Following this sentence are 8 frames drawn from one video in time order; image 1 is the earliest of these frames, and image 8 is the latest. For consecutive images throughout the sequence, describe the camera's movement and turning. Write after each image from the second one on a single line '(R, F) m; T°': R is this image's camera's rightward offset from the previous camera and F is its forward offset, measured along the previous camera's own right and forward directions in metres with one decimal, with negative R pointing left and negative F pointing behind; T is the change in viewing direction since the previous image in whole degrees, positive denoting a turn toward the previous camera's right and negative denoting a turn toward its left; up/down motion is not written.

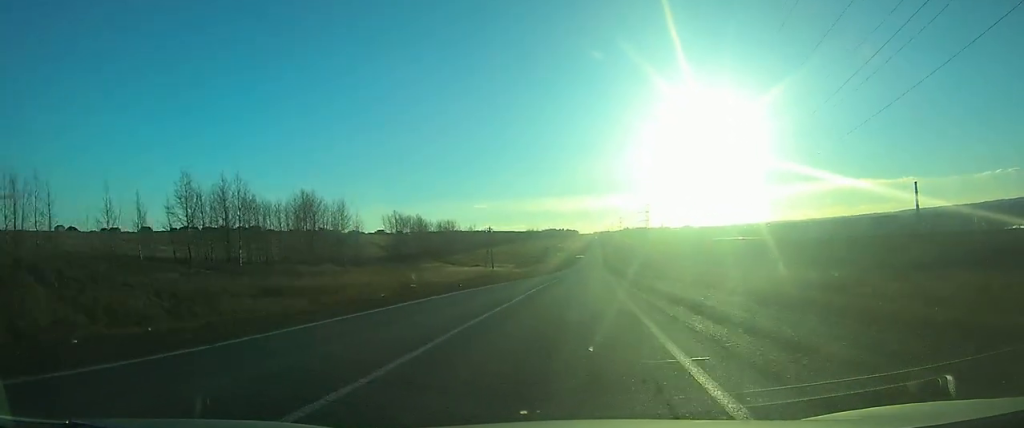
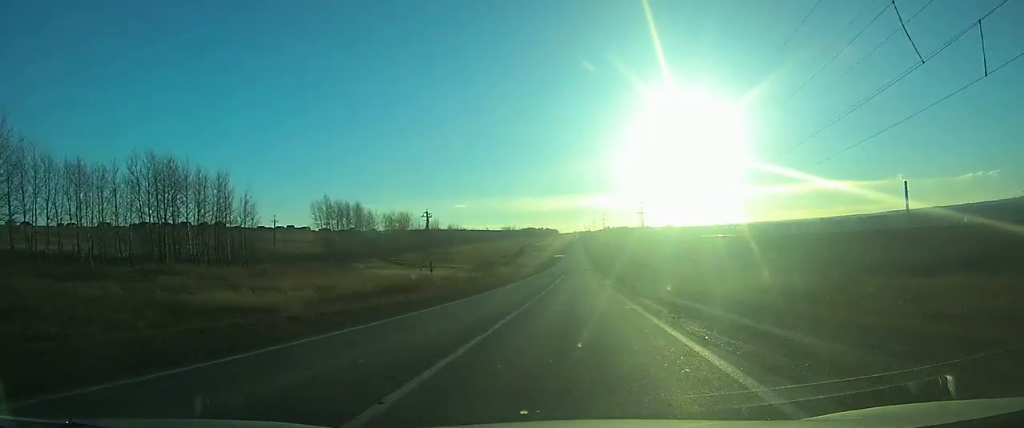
(+0.9, +38.1) m; +2°
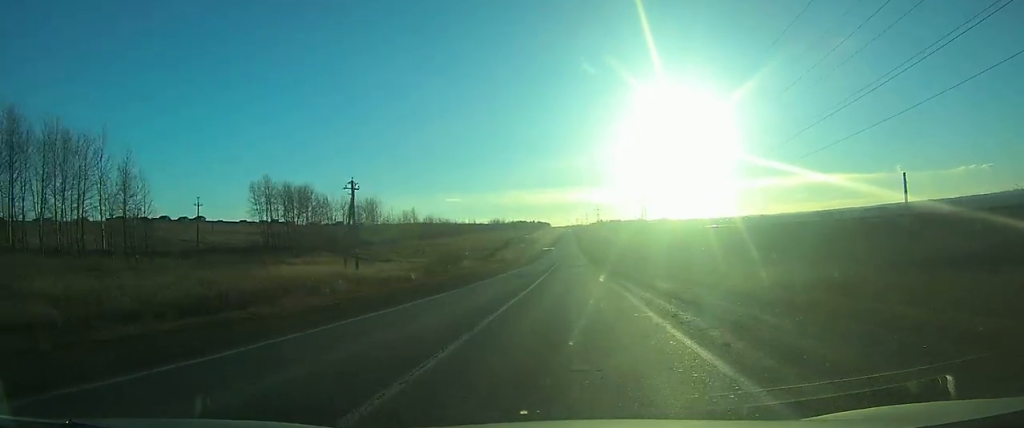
(+0.3, +25.3) m; +1°
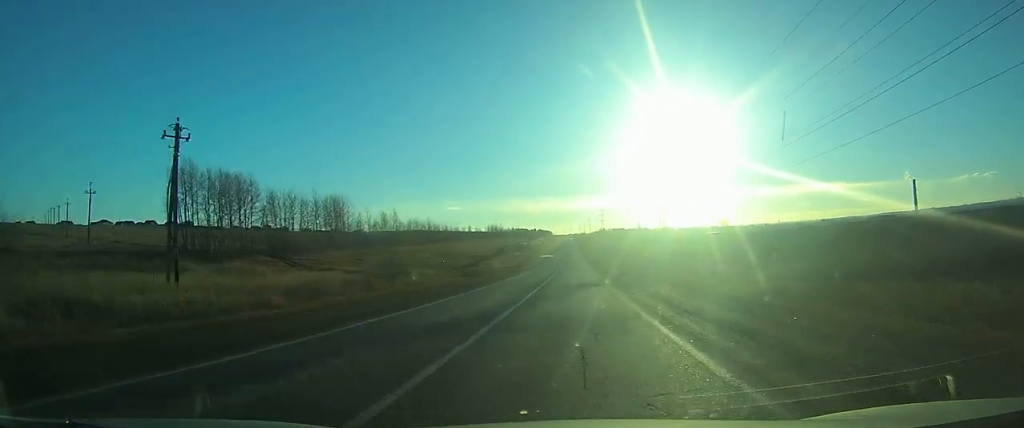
(+0.2, +26.2) m; 0°
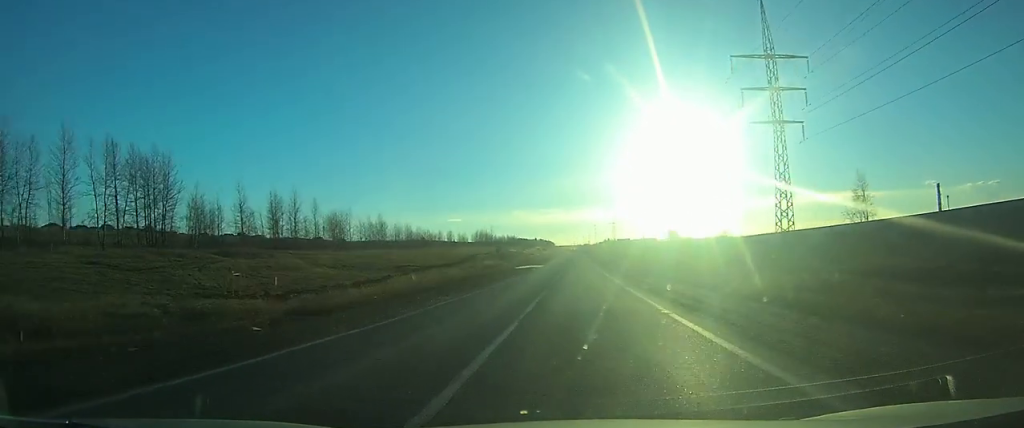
(+0.4, +66.9) m; 0°
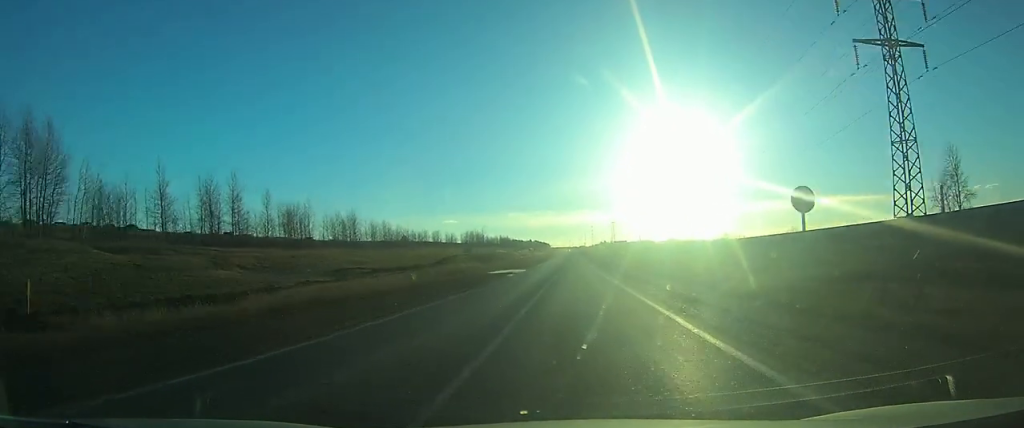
(0.0, +20.5) m; 0°
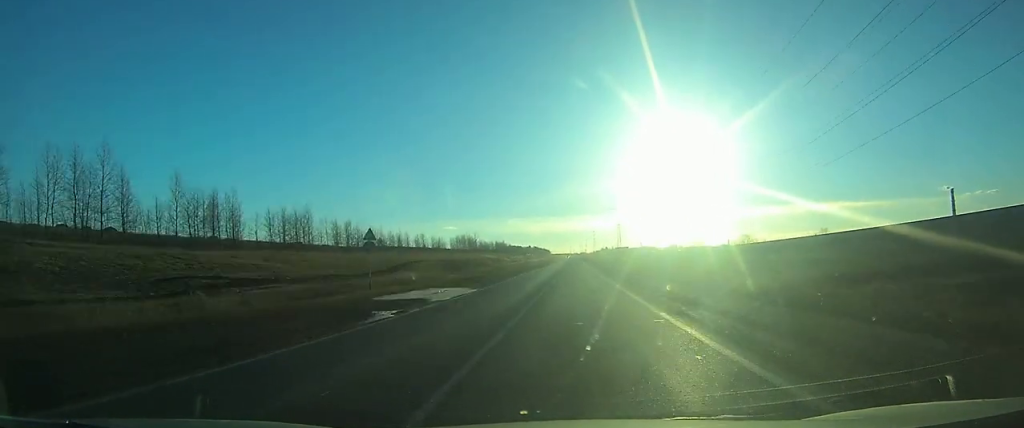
(0.0, +31.5) m; 0°
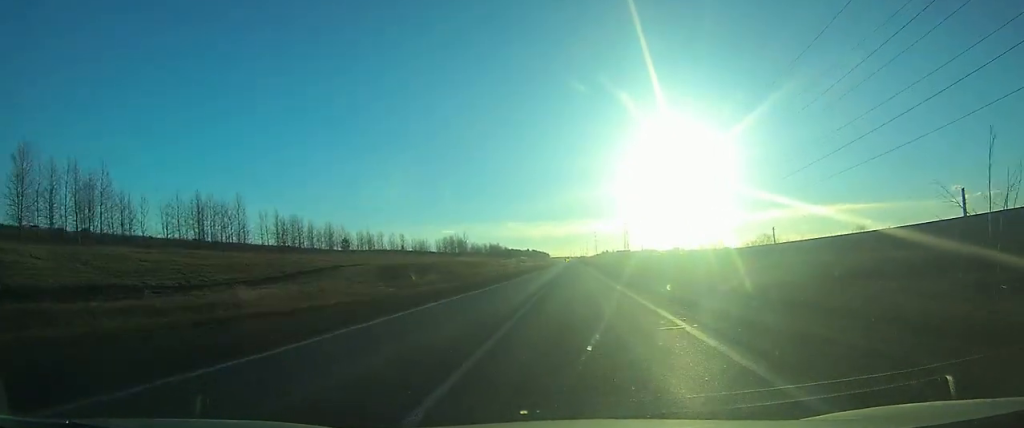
(-0.1, +32.9) m; 0°
